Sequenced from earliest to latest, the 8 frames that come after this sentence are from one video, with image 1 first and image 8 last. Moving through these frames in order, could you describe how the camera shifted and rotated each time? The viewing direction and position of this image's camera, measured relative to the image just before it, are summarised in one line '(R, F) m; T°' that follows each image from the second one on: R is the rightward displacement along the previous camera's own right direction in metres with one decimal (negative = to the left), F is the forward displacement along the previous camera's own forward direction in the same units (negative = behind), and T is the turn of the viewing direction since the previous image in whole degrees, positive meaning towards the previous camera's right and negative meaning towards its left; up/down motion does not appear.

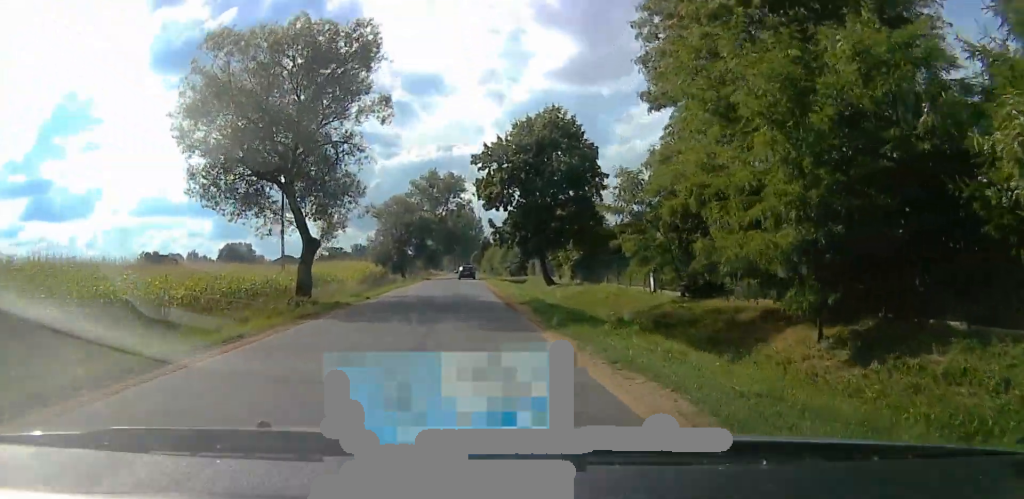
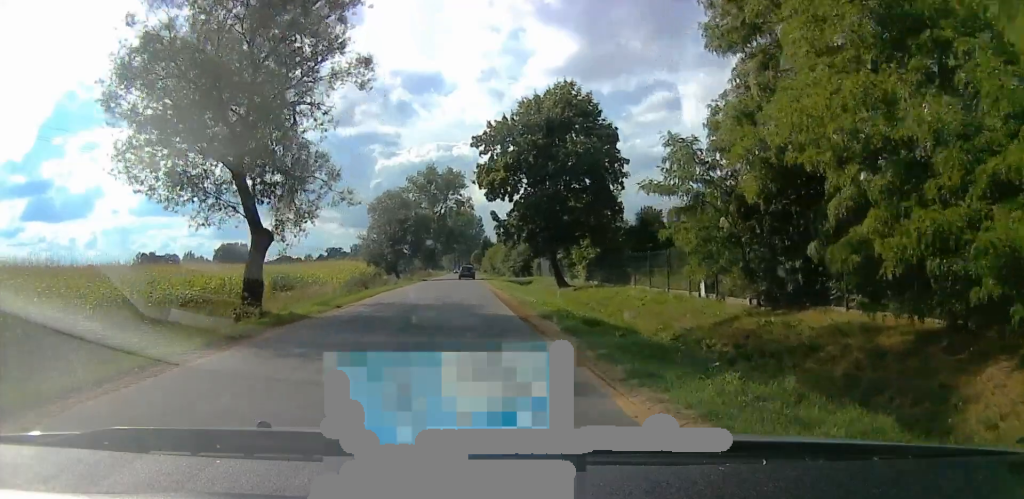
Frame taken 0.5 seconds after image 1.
(0.0, +6.5) m; 0°
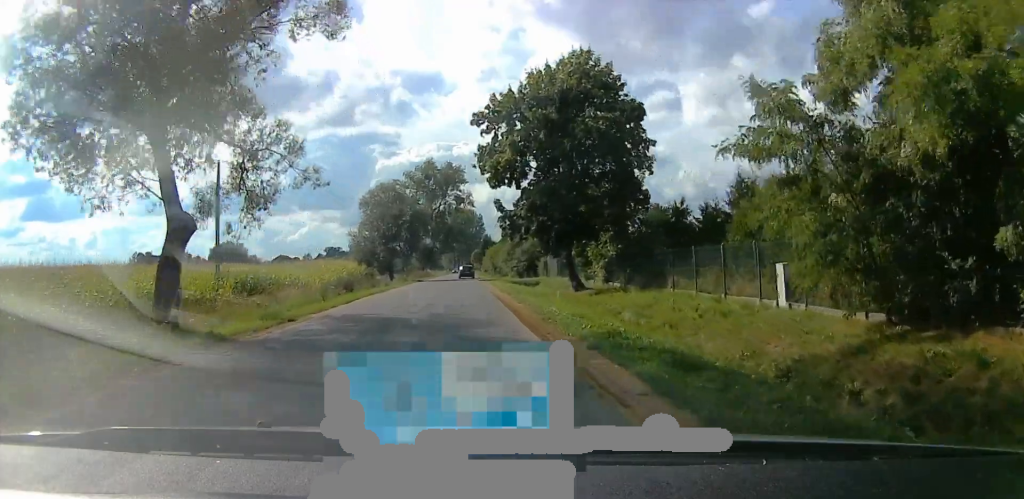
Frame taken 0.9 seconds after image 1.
(-0.1, +6.1) m; 0°
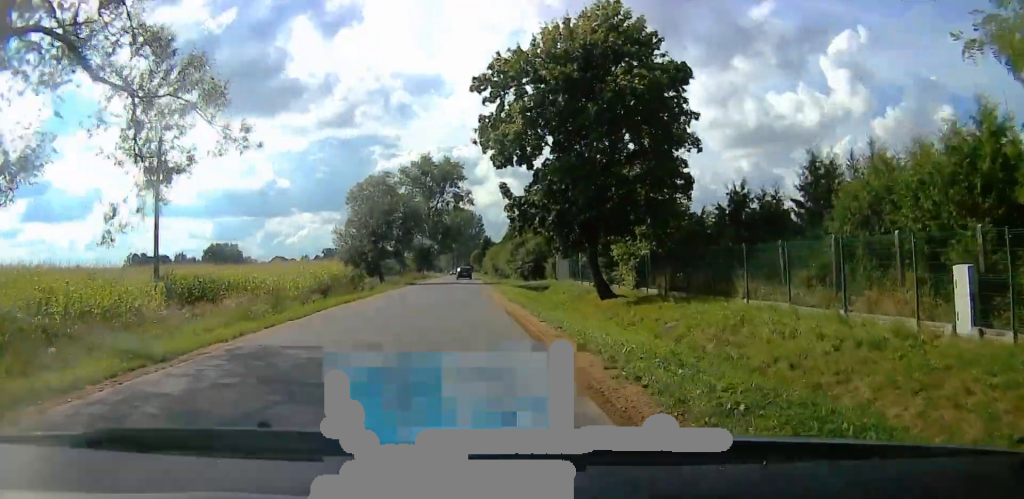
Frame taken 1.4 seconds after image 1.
(-0.1, +7.1) m; 0°
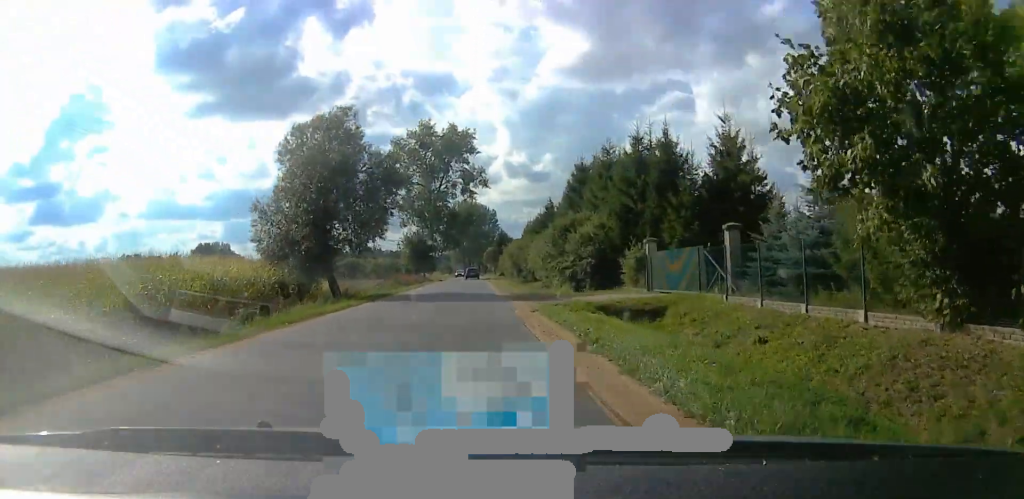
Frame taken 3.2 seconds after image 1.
(0.0, +26.3) m; 0°
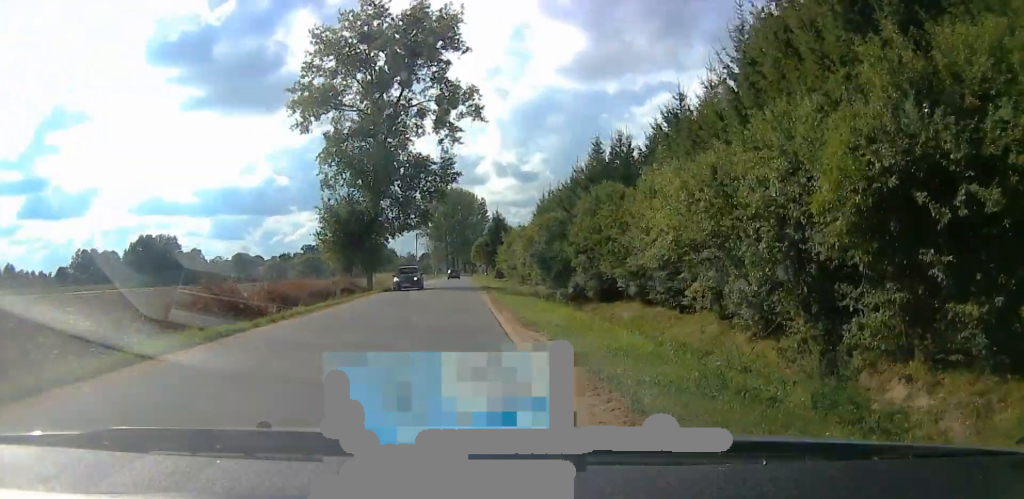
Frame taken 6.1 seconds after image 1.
(-2.8, +41.3) m; -1°
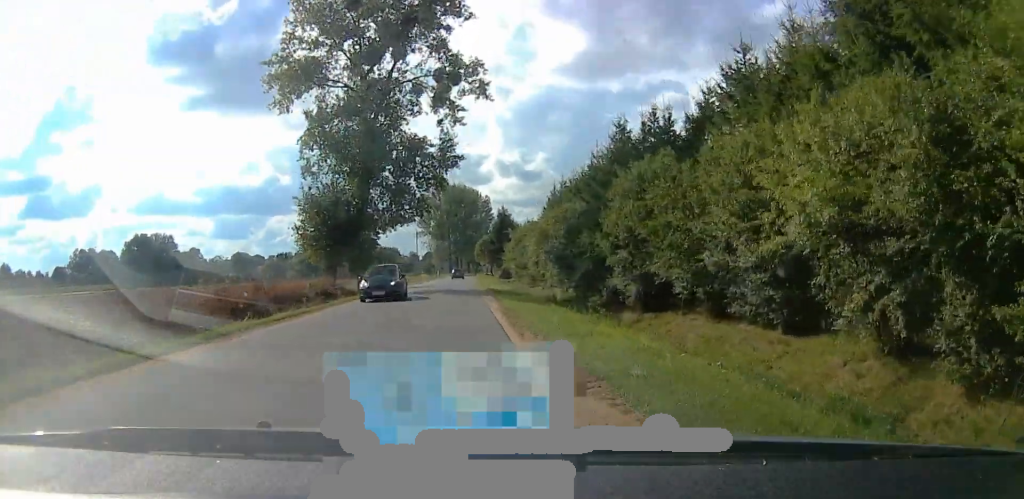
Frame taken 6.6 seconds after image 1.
(+0.1, +6.7) m; +1°
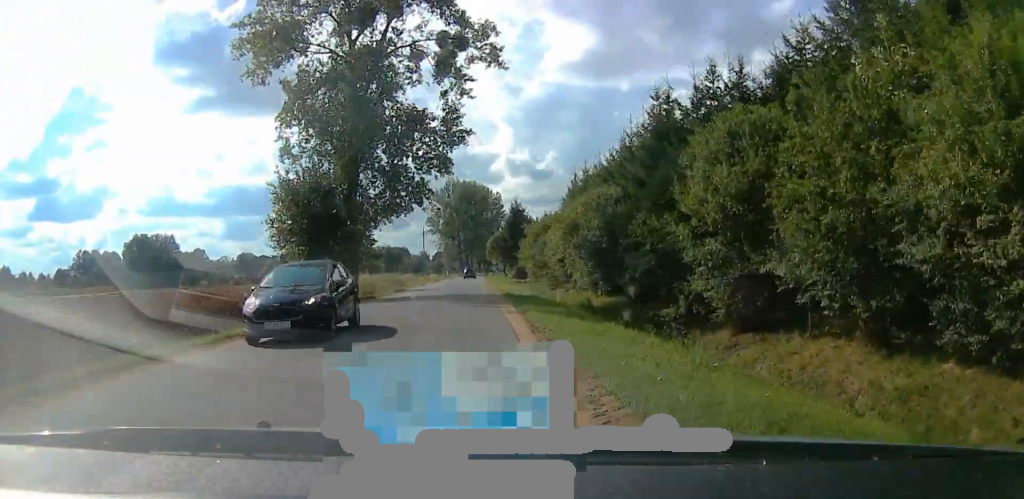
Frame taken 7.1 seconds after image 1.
(-0.1, +7.2) m; 0°
